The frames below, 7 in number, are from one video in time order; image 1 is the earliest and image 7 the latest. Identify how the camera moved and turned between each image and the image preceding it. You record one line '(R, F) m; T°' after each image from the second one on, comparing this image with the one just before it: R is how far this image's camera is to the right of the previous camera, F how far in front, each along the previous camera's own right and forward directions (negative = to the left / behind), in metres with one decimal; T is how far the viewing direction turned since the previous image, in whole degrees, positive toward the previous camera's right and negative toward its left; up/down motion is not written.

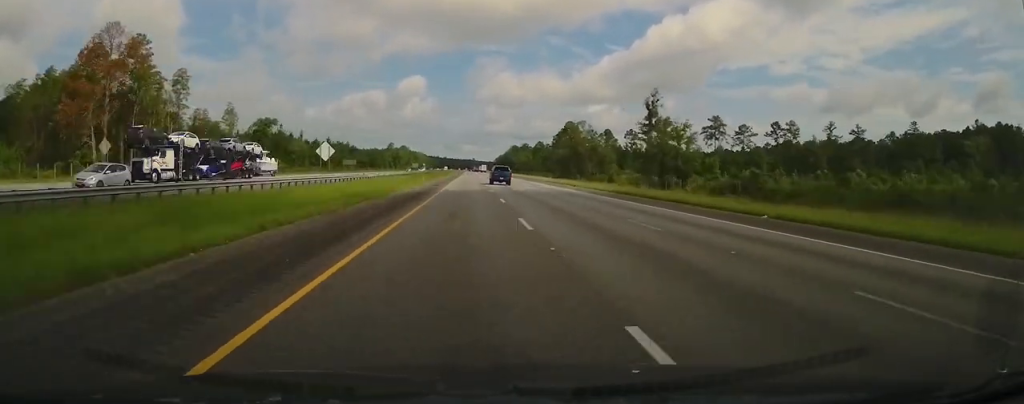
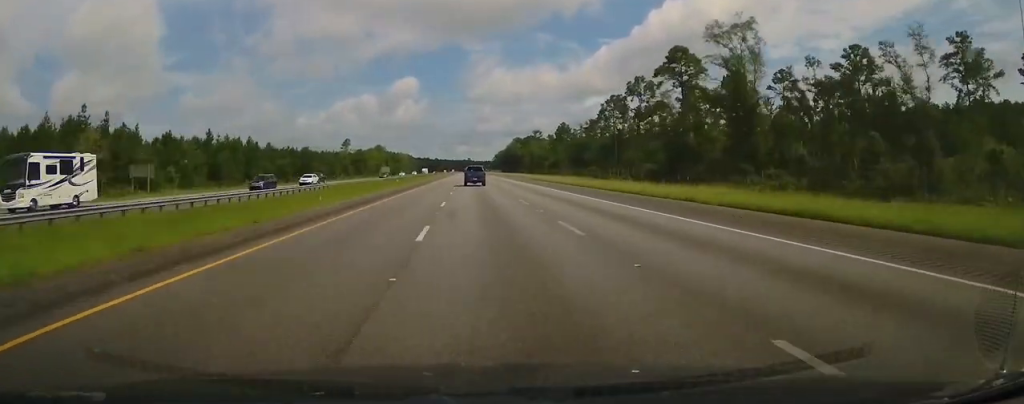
(+0.2, +124.8) m; 0°
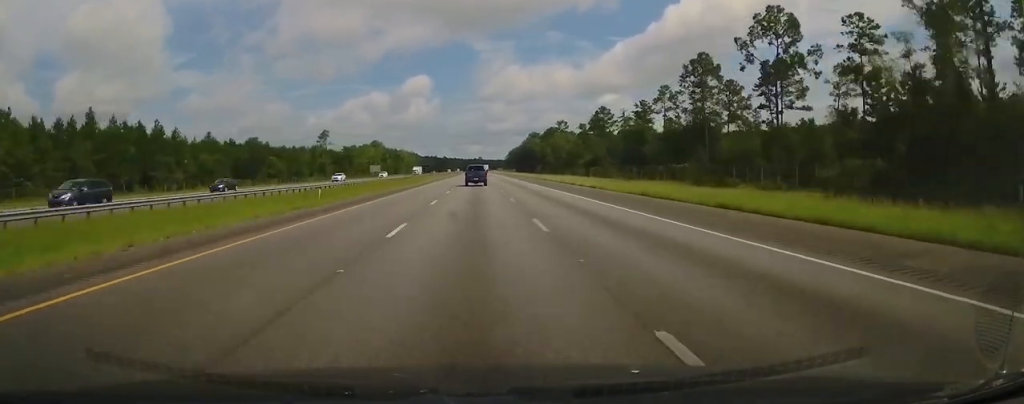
(0.0, +60.5) m; 0°
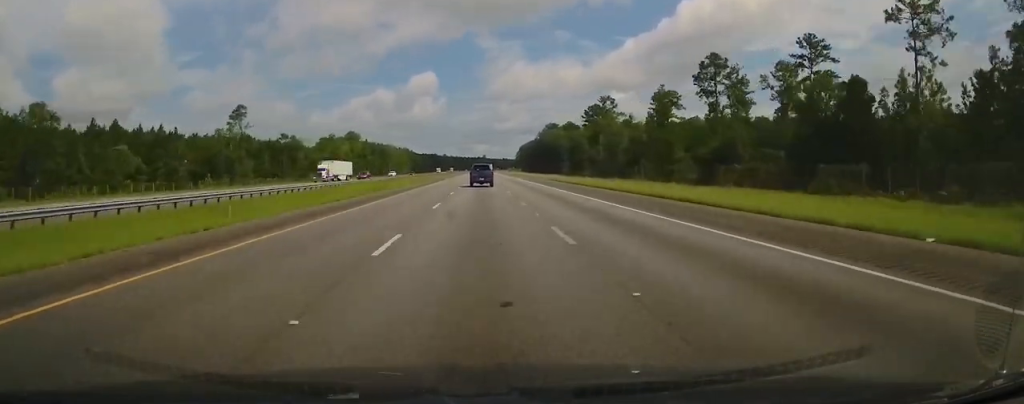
(-0.5, +87.3) m; 0°
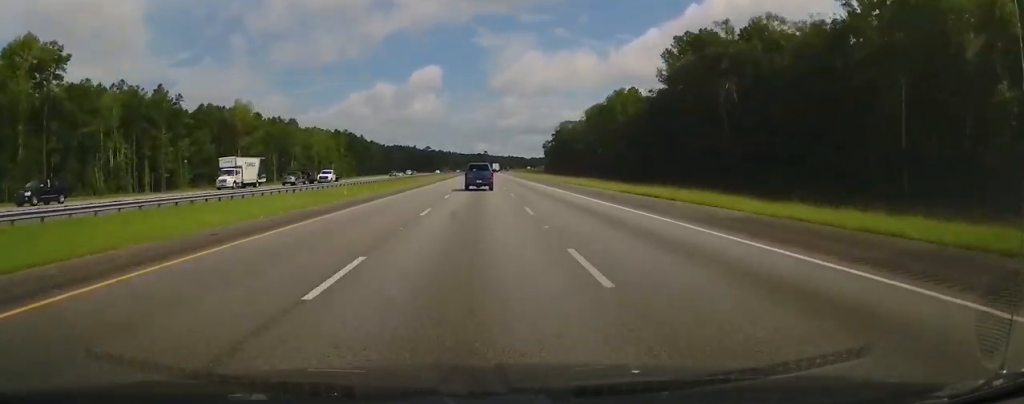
(-0.2, +247.3) m; 0°
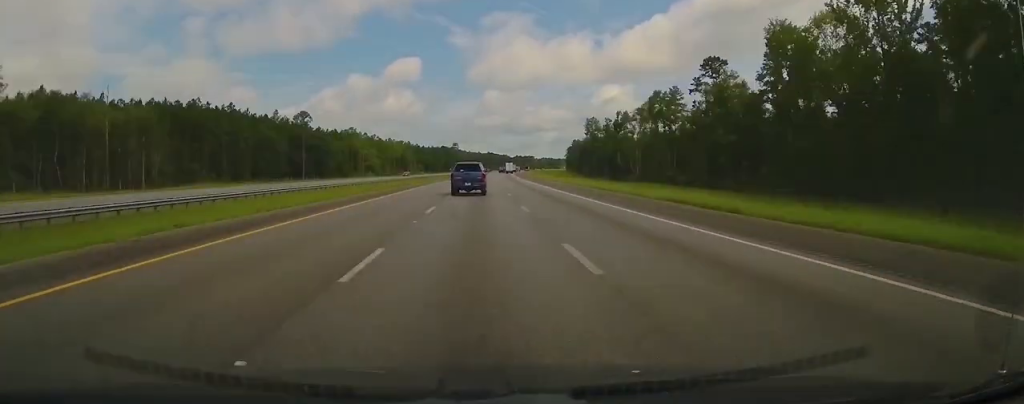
(+6.3, +316.1) m; +3°
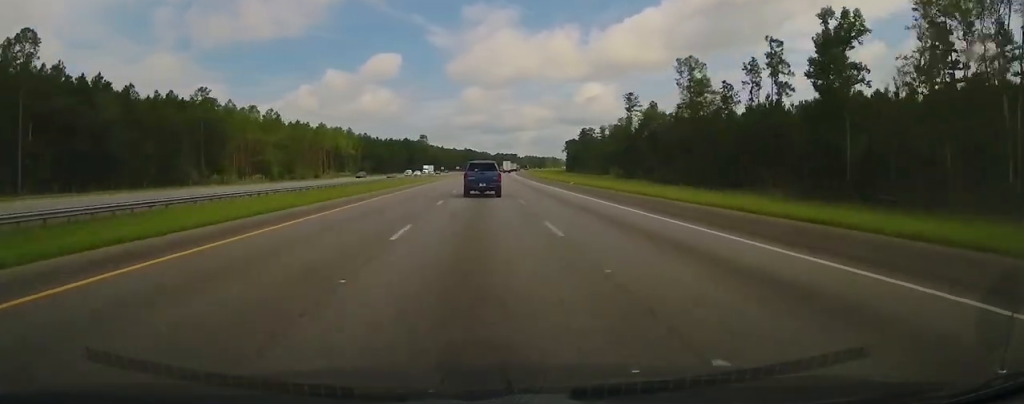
(+2.3, +129.1) m; +2°
